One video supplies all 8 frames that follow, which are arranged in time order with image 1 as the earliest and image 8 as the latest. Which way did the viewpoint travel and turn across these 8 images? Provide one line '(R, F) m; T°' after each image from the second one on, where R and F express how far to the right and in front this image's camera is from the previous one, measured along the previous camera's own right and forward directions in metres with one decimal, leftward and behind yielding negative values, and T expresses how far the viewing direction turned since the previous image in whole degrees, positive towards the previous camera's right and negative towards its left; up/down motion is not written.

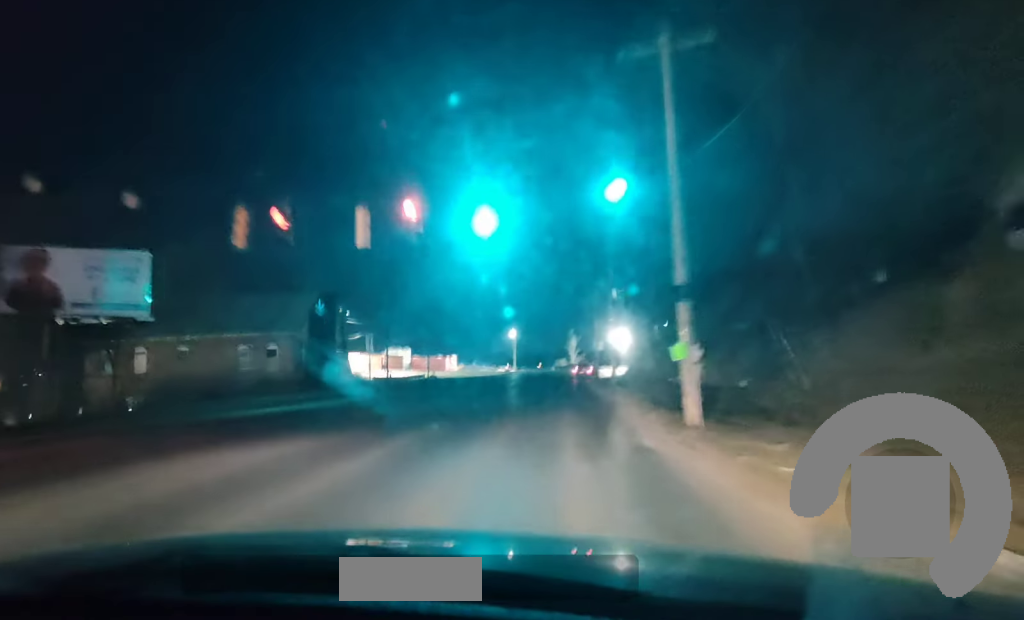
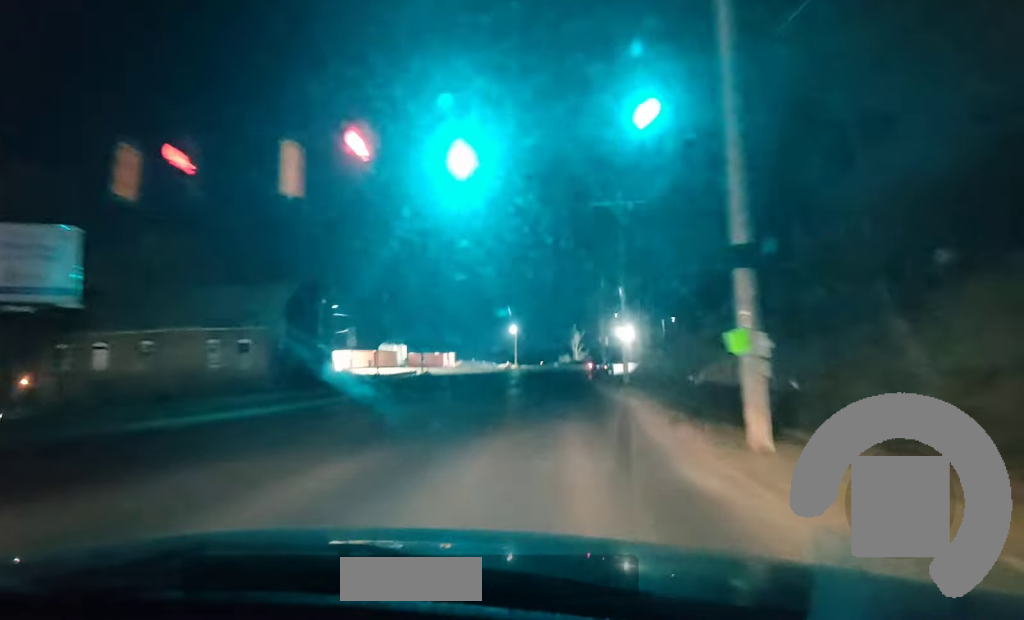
(-0.3, +6.0) m; 0°
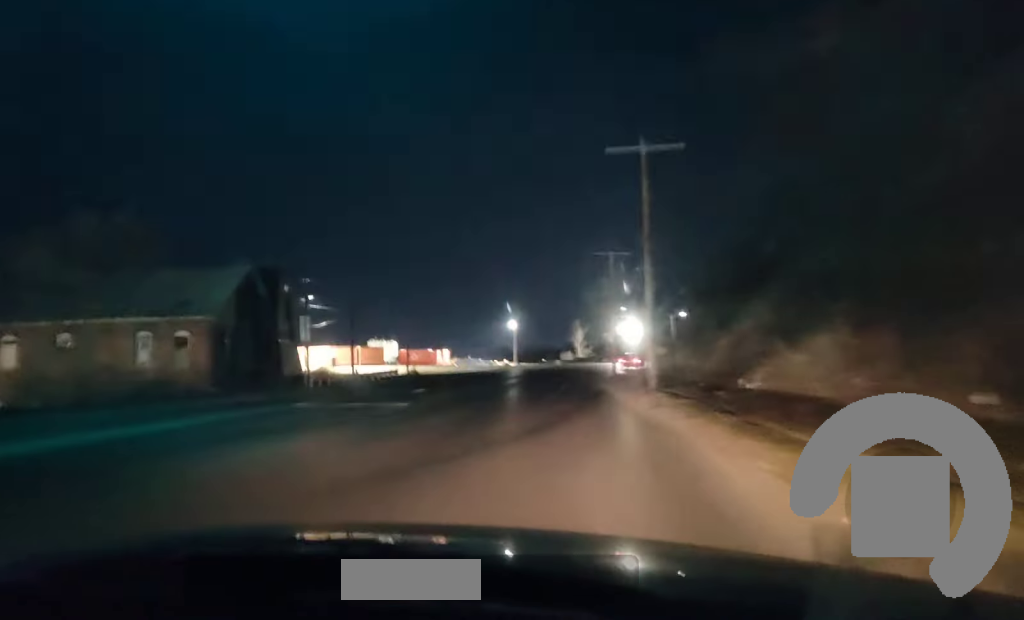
(+0.1, +12.0) m; 0°
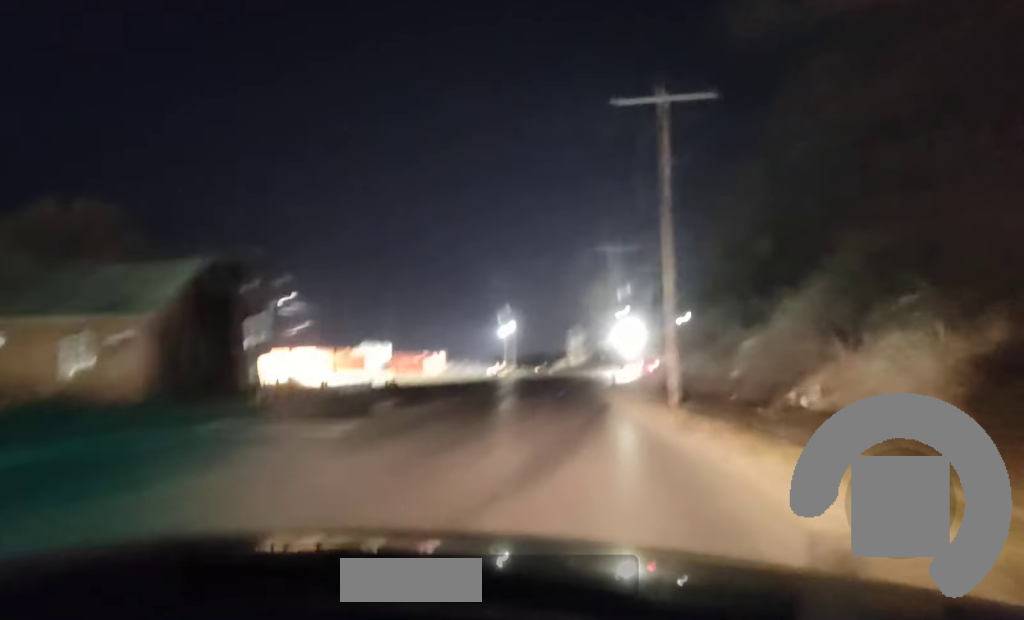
(+0.1, +6.7) m; 0°
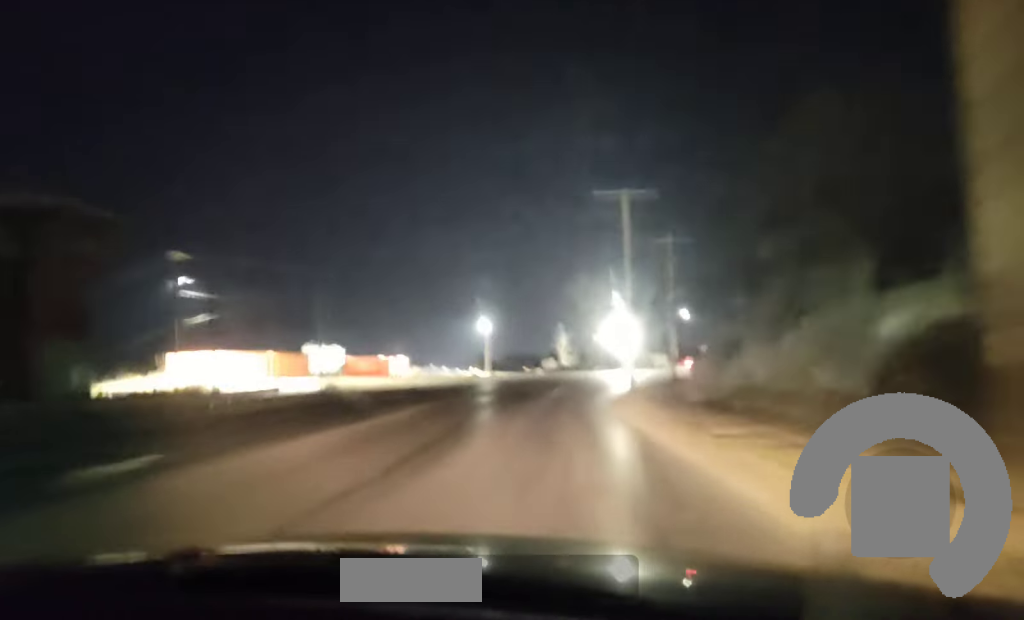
(+0.1, +20.2) m; +2°
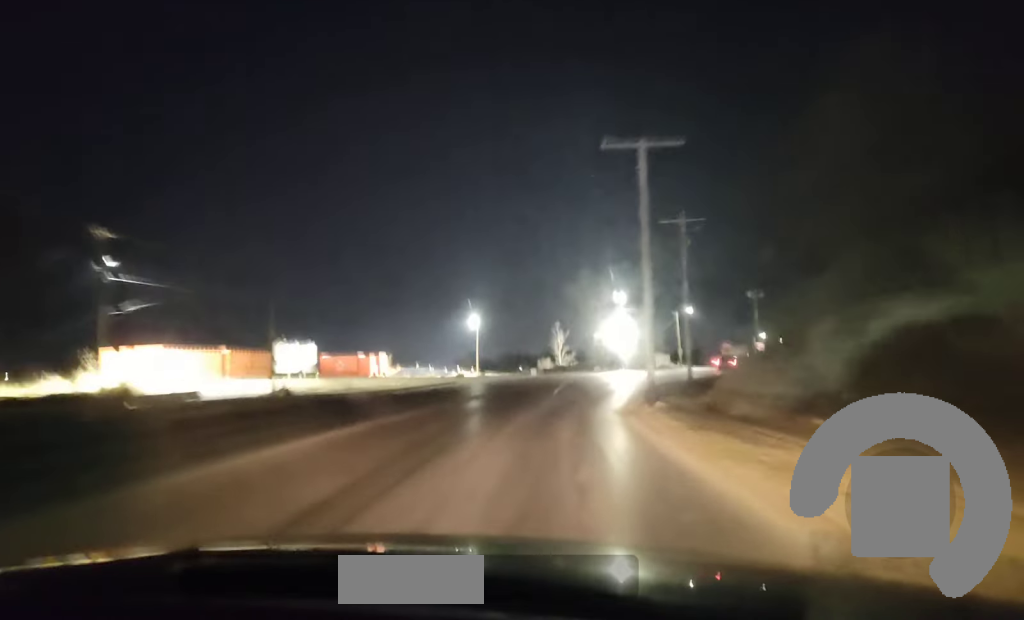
(+0.1, +9.6) m; +1°
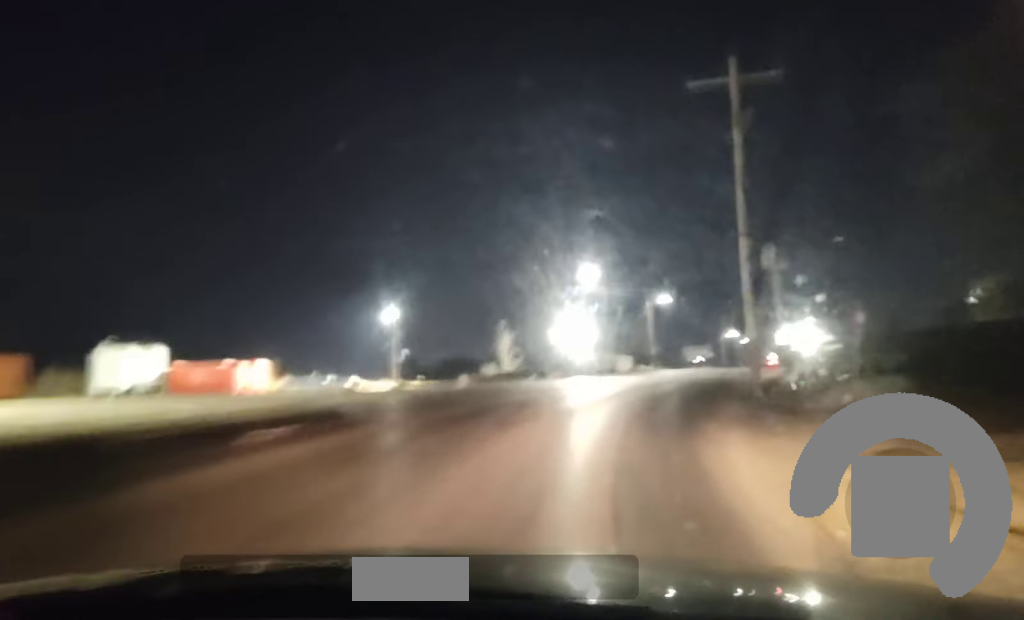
(+0.1, +27.0) m; +2°
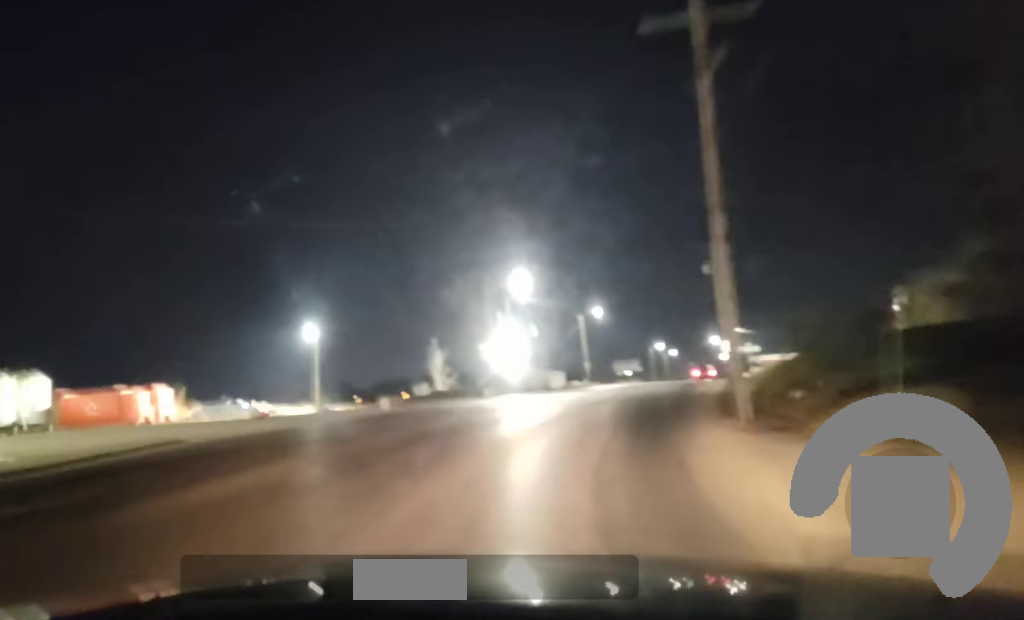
(0.0, +7.5) m; +2°
